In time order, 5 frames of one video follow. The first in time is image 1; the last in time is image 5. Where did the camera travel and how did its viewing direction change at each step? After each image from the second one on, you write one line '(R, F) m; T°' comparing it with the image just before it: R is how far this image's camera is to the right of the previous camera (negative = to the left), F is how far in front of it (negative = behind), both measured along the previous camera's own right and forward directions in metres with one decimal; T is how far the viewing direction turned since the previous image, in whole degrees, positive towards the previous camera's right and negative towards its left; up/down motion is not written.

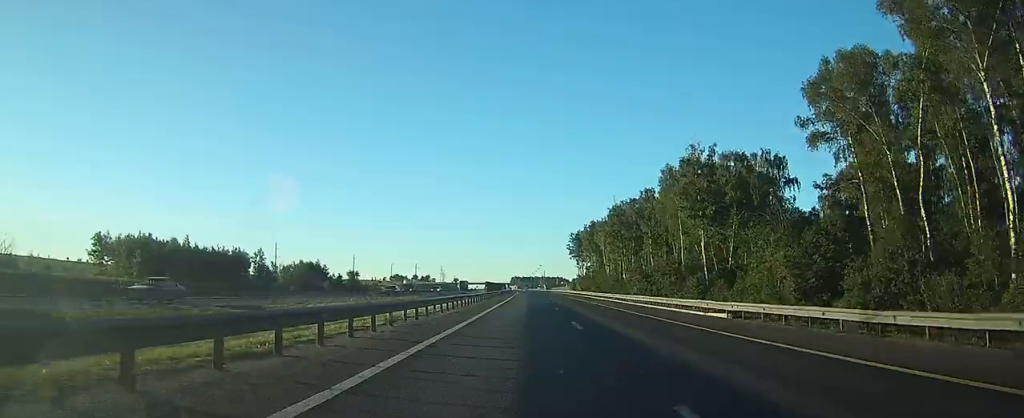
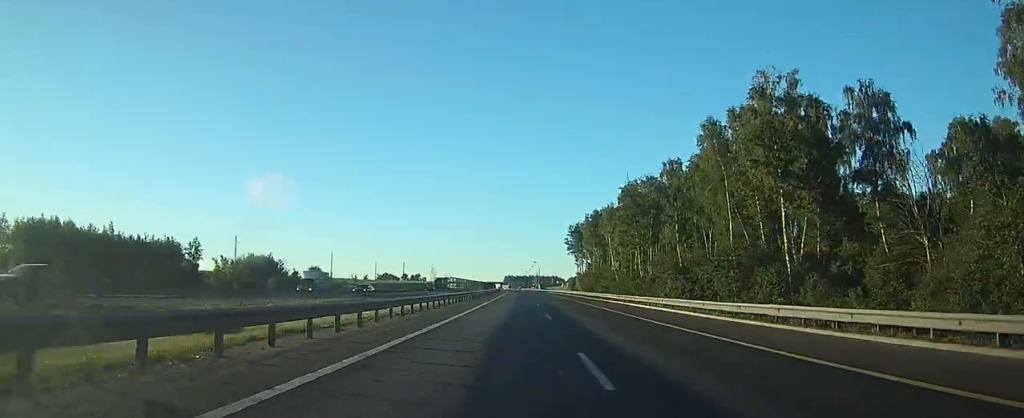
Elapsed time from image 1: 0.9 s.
(0.0, +27.0) m; 0°
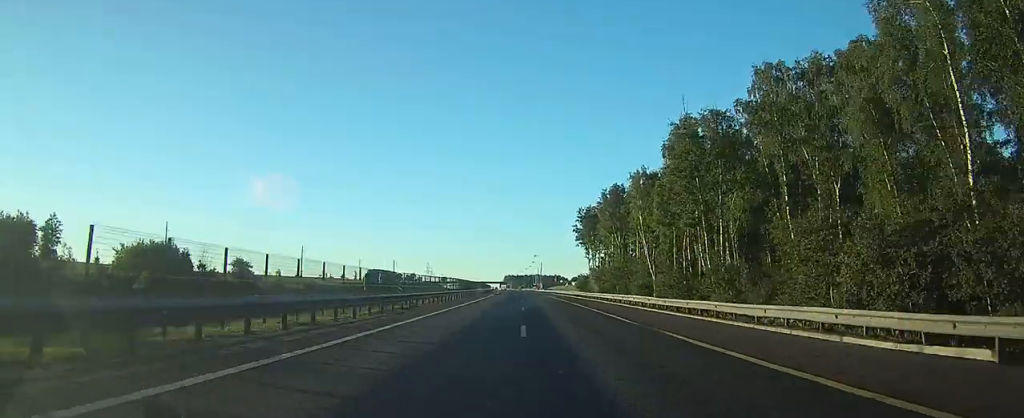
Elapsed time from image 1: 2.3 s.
(+0.1, +40.8) m; 0°
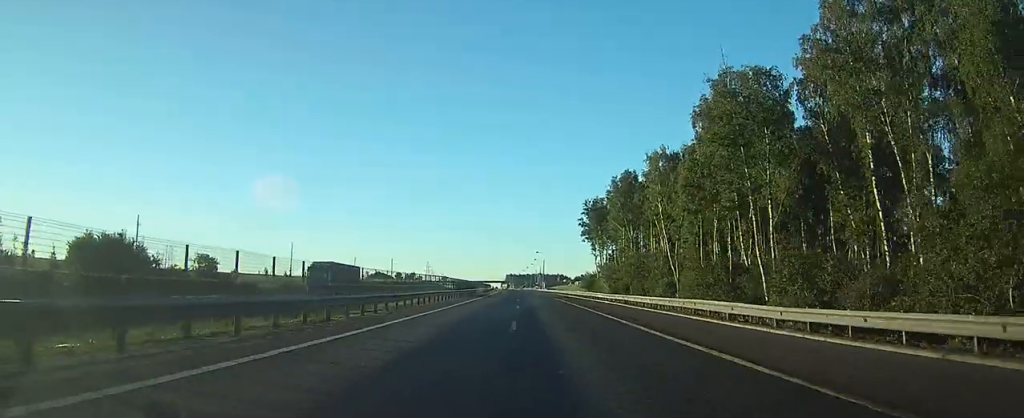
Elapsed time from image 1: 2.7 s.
(0.0, +13.9) m; 0°
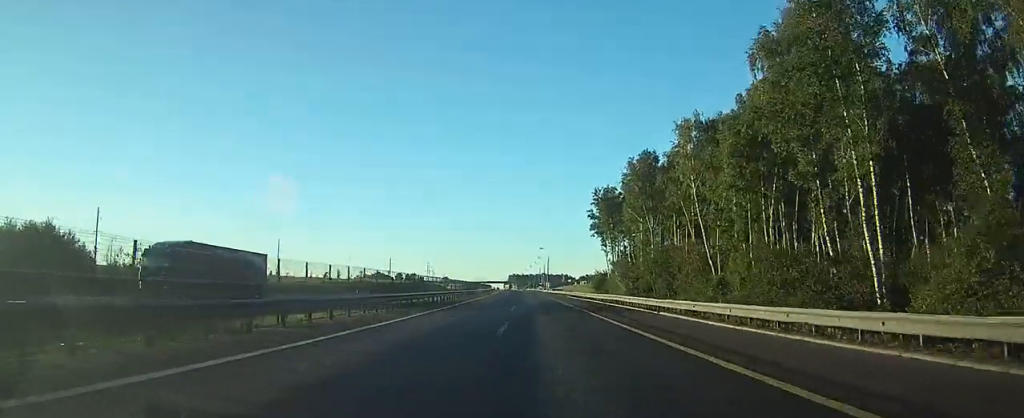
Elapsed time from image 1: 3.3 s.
(0.0, +16.8) m; 0°
